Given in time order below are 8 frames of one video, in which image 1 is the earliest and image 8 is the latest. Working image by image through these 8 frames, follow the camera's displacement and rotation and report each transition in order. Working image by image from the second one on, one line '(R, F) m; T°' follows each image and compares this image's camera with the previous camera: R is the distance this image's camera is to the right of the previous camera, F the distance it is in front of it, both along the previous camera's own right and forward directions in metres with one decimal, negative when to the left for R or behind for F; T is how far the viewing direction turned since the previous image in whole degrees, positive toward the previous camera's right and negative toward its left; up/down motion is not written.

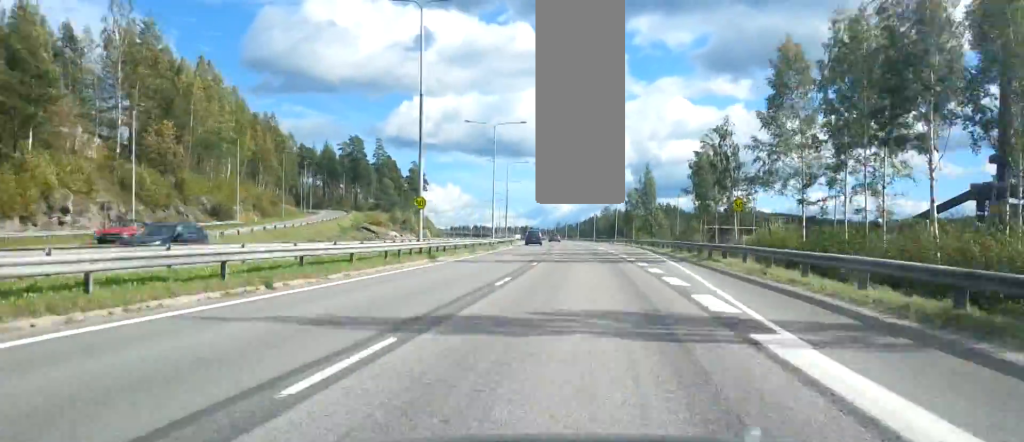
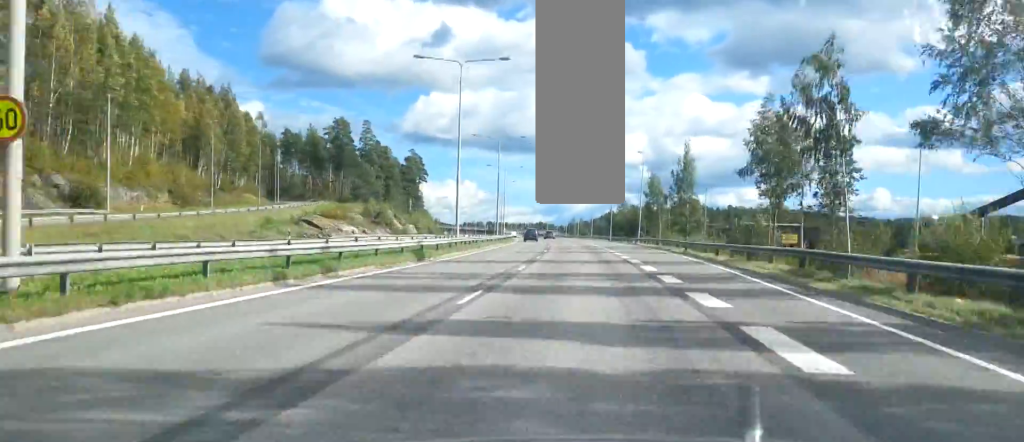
(-0.4, +28.1) m; -1°
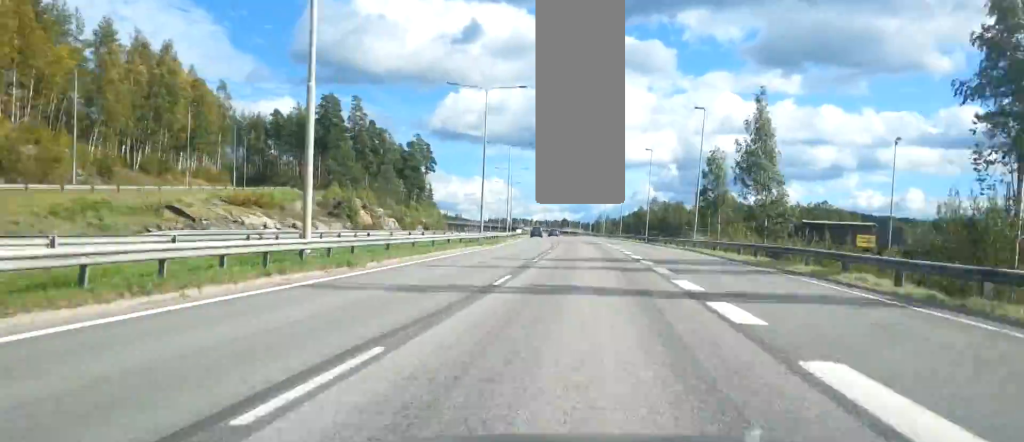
(-0.4, +31.8) m; -1°
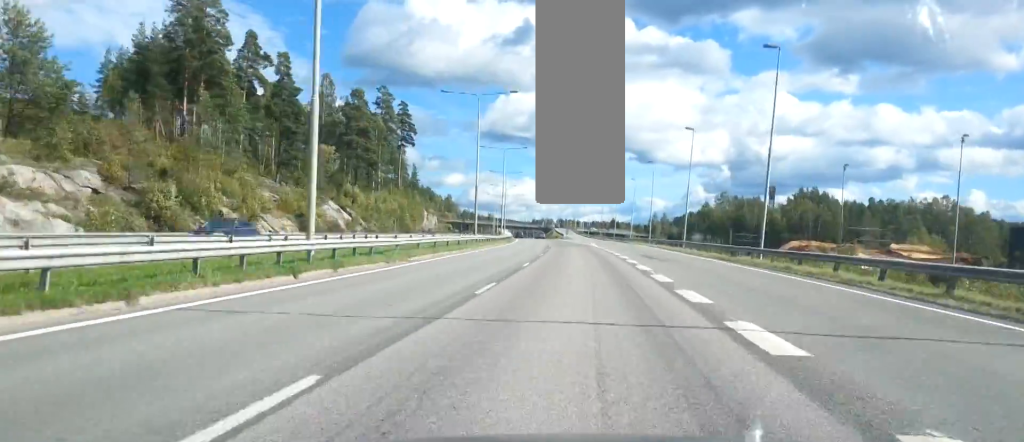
(-2.6, +85.6) m; -4°
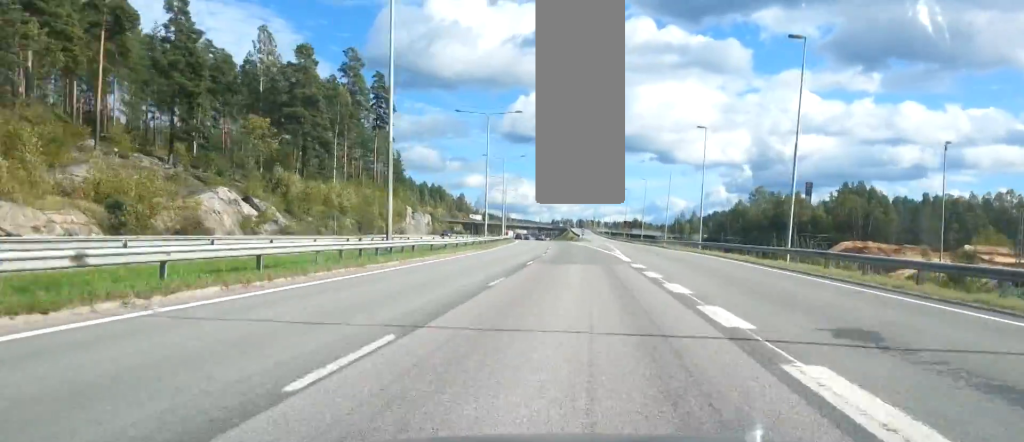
(-0.6, +34.0) m; -2°
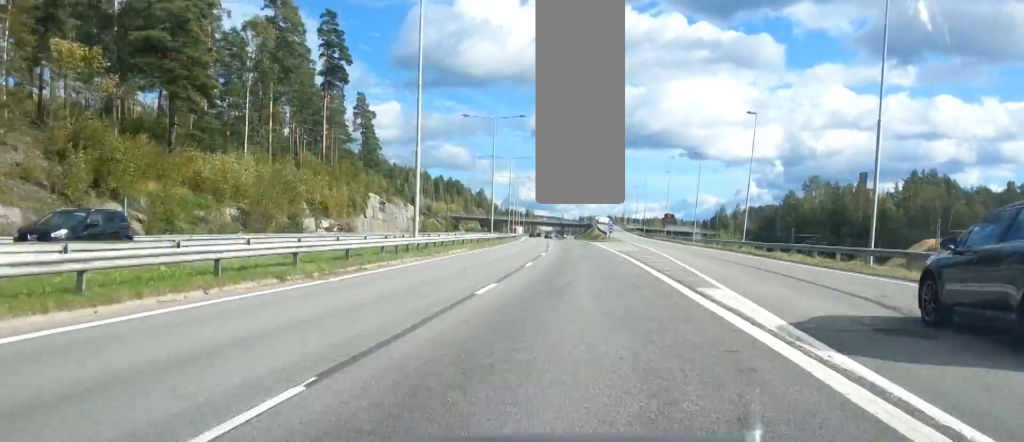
(-0.4, +37.9) m; -2°
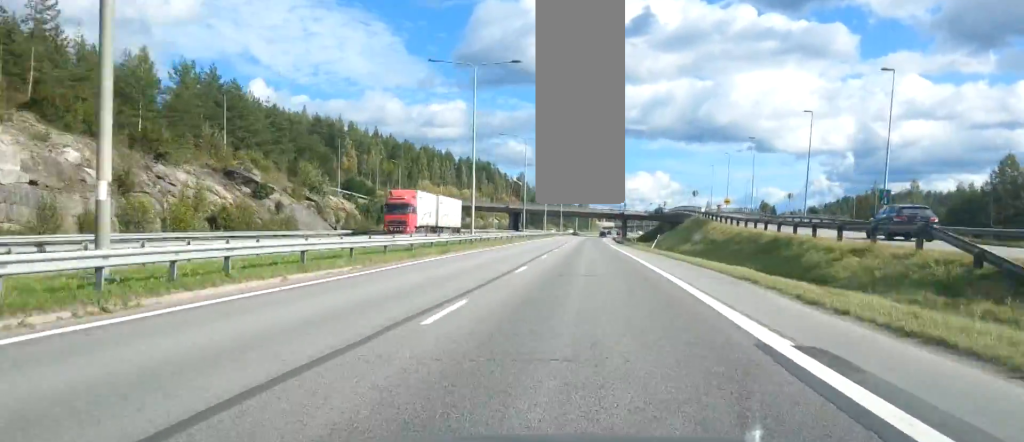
(-3.7, +110.7) m; -2°
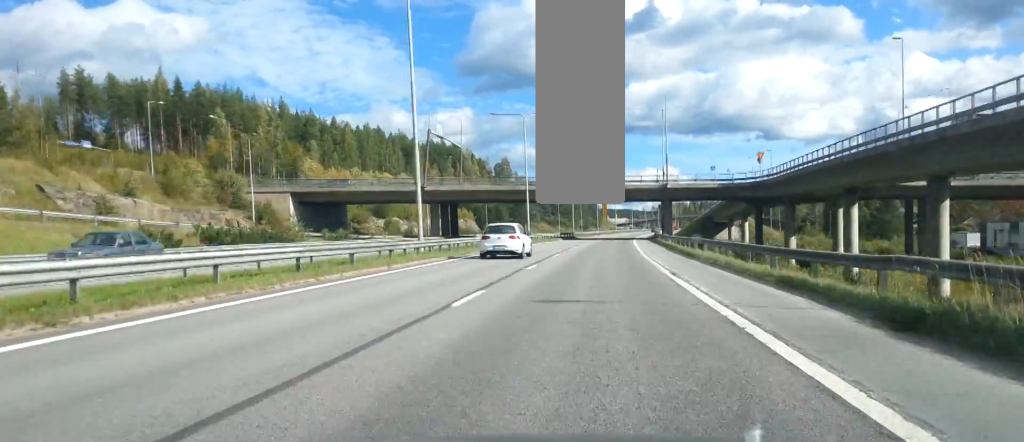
(-1.9, +105.5) m; 0°
